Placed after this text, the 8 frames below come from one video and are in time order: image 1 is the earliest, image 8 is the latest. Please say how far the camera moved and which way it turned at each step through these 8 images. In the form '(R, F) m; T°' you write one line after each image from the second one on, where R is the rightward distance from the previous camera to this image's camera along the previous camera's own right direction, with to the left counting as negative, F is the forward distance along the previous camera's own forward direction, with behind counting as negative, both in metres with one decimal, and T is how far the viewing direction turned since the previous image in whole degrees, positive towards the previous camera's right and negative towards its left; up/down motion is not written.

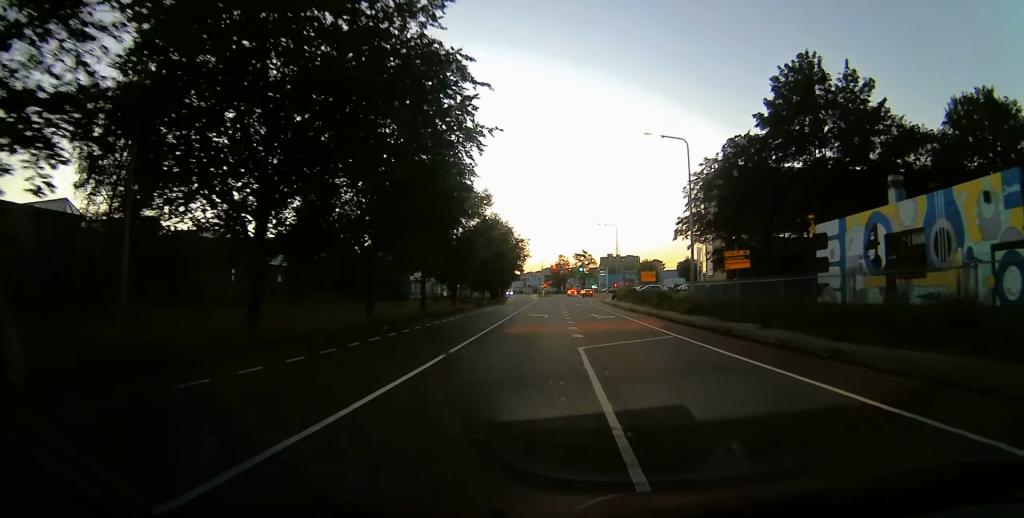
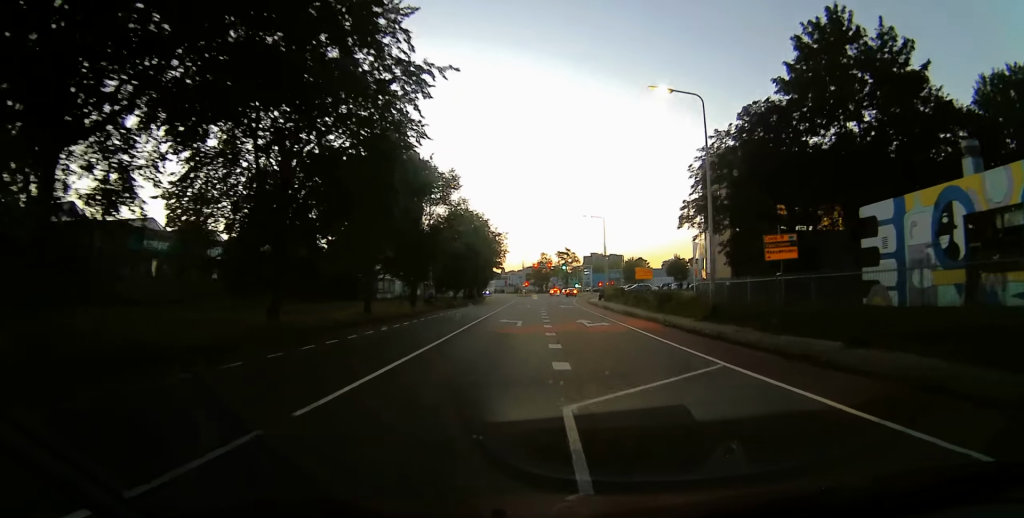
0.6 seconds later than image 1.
(0.0, +7.9) m; +1°
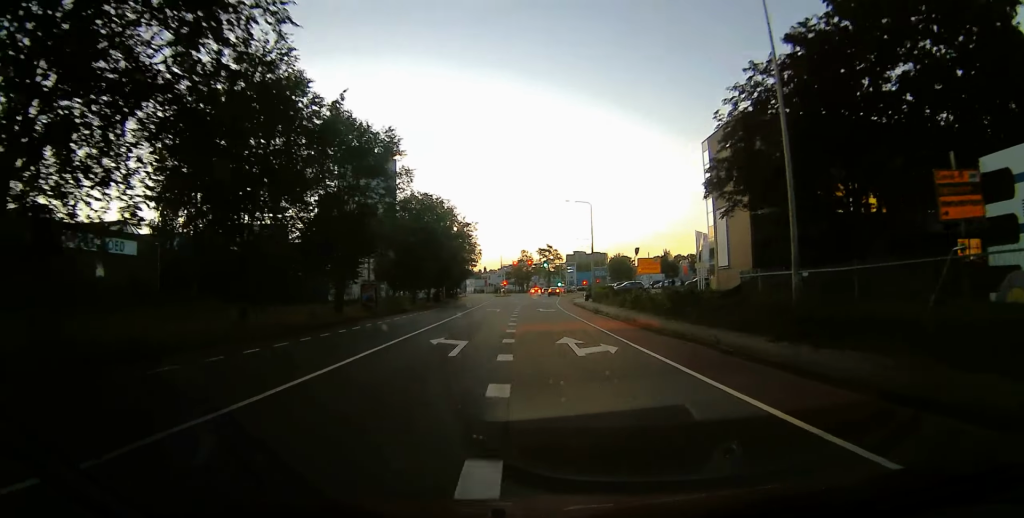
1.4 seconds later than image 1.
(+0.1, +11.3) m; 0°
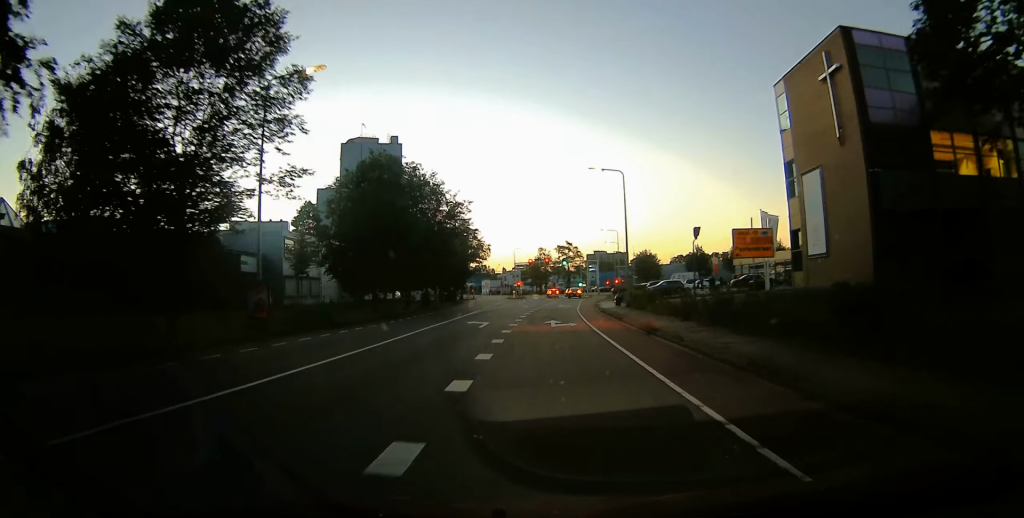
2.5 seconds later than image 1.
(0.0, +16.3) m; 0°
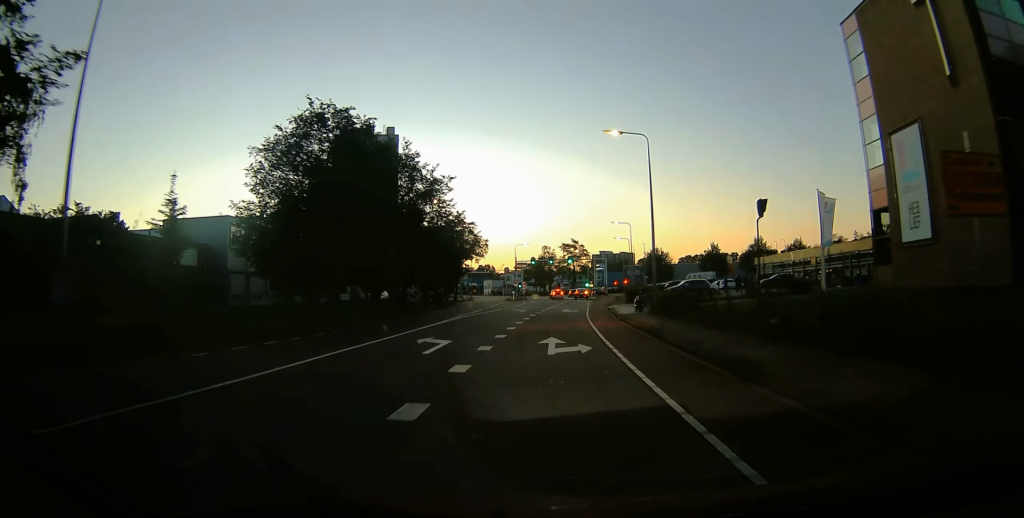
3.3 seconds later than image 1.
(0.0, +10.5) m; 0°
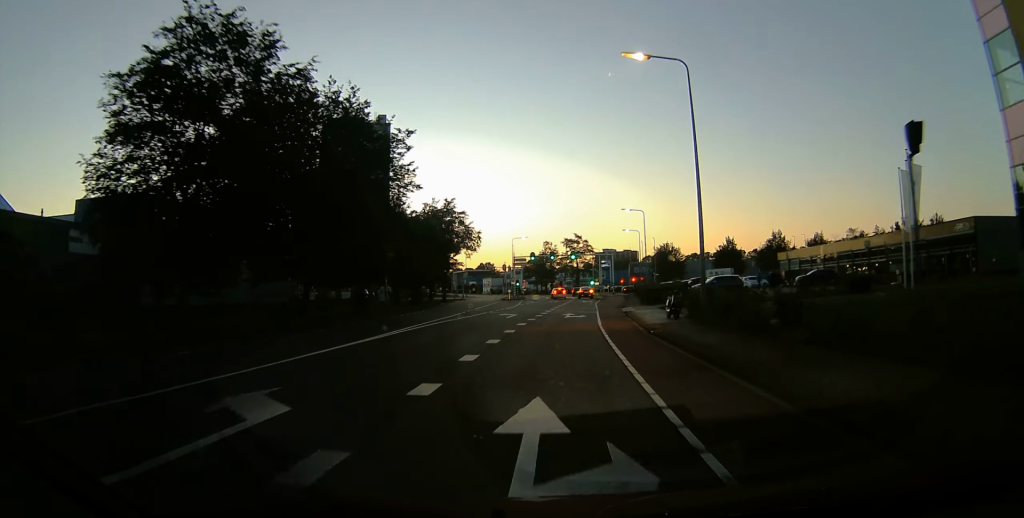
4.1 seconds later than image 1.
(0.0, +11.0) m; 0°
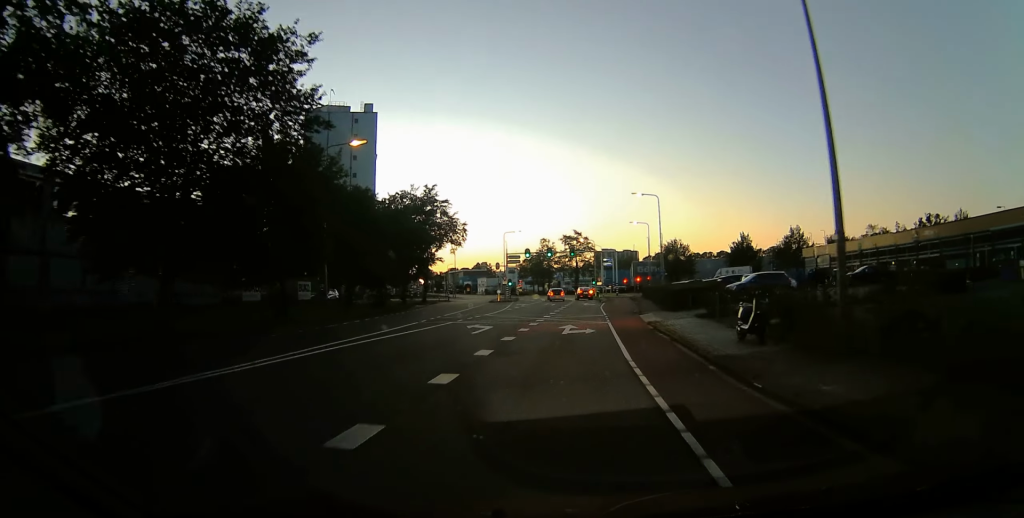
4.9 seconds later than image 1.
(0.0, +11.4) m; 0°
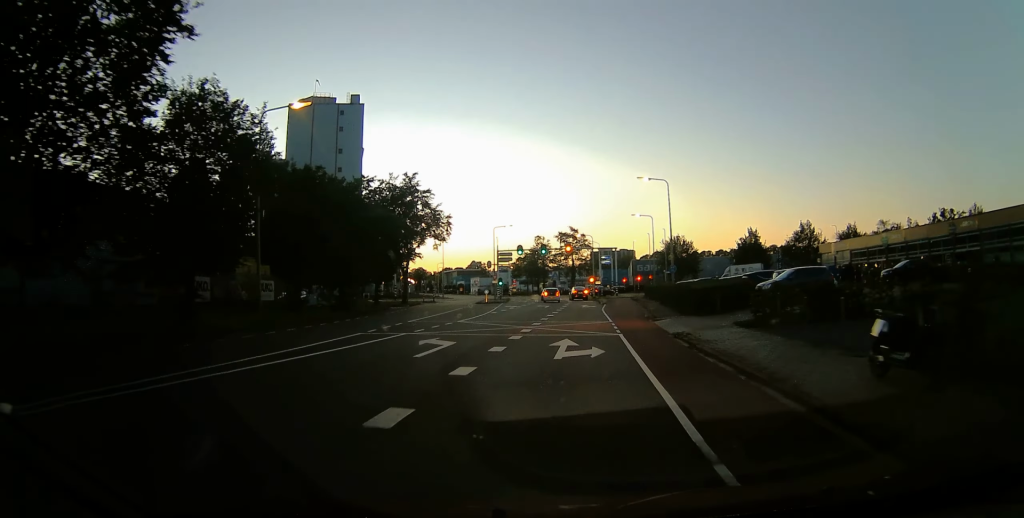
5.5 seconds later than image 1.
(0.0, +7.6) m; 0°
